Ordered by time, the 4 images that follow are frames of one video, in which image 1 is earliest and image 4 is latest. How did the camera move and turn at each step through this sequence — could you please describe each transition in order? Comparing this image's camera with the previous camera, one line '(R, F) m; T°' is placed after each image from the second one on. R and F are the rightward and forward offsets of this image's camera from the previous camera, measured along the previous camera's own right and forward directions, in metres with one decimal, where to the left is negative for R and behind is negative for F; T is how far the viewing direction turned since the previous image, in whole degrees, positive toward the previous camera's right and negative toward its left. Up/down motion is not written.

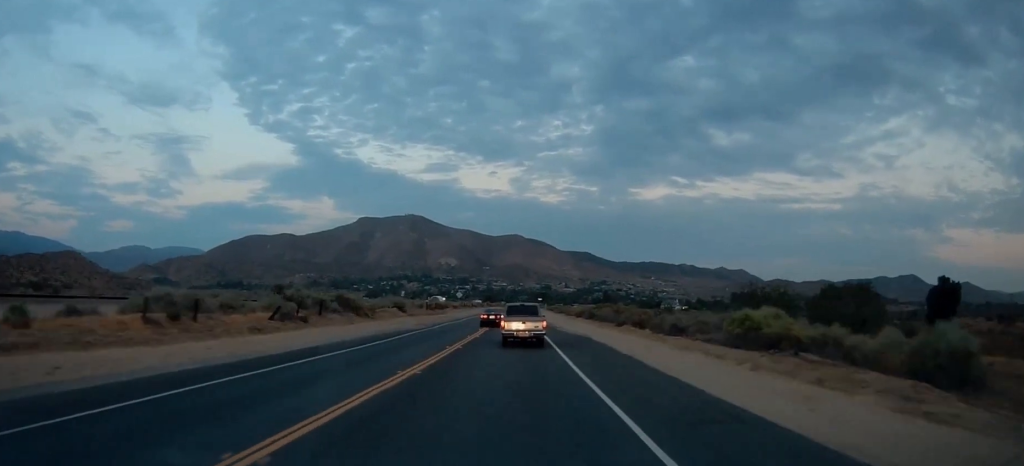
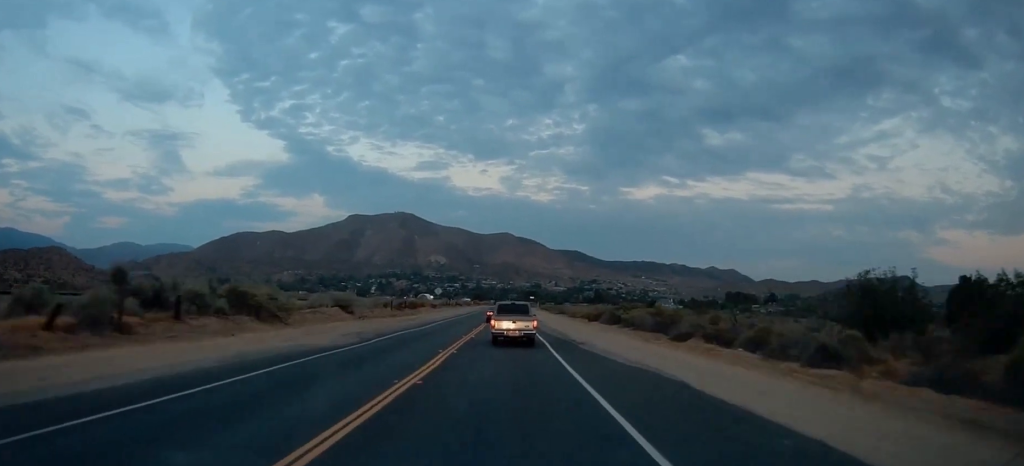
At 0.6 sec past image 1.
(-0.1, +17.0) m; 0°
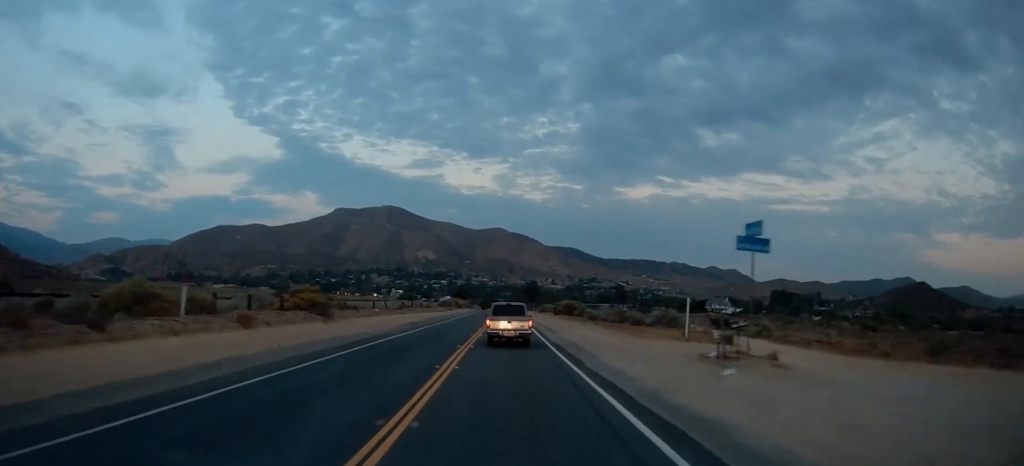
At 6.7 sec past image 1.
(+2.9, +162.4) m; +1°
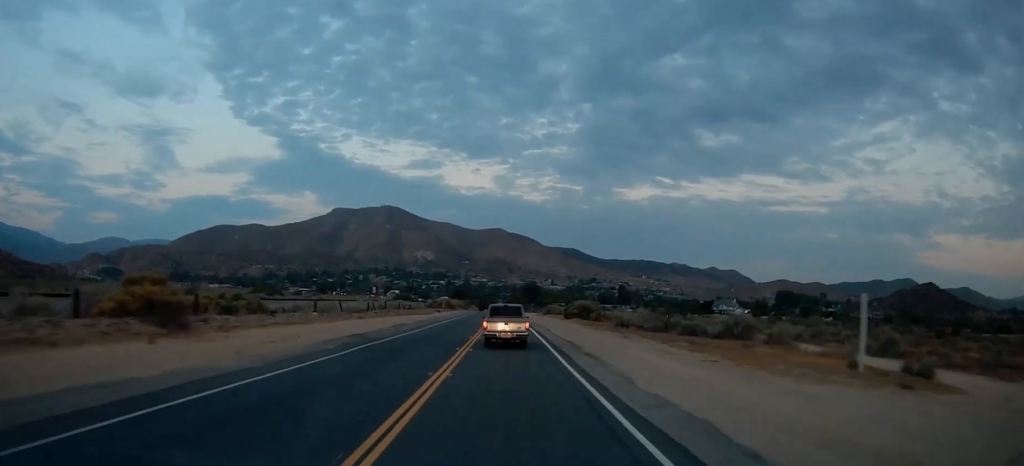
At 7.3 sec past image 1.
(+0.1, +16.0) m; 0°
